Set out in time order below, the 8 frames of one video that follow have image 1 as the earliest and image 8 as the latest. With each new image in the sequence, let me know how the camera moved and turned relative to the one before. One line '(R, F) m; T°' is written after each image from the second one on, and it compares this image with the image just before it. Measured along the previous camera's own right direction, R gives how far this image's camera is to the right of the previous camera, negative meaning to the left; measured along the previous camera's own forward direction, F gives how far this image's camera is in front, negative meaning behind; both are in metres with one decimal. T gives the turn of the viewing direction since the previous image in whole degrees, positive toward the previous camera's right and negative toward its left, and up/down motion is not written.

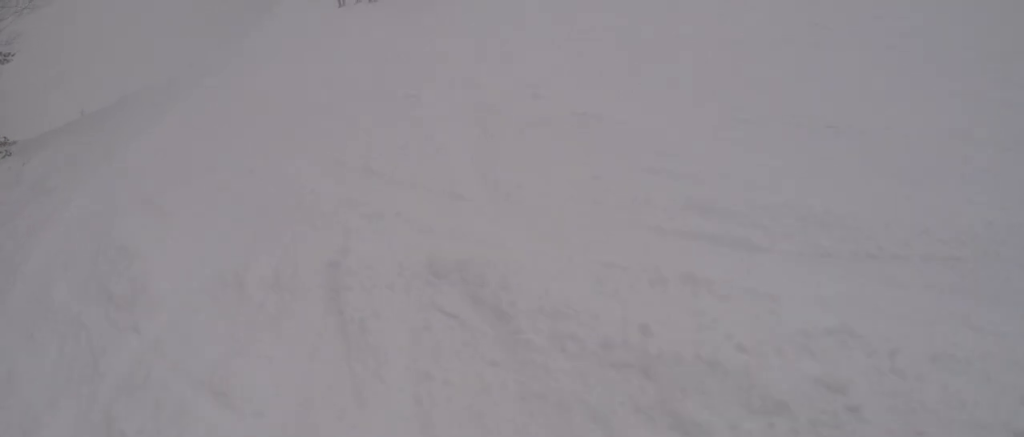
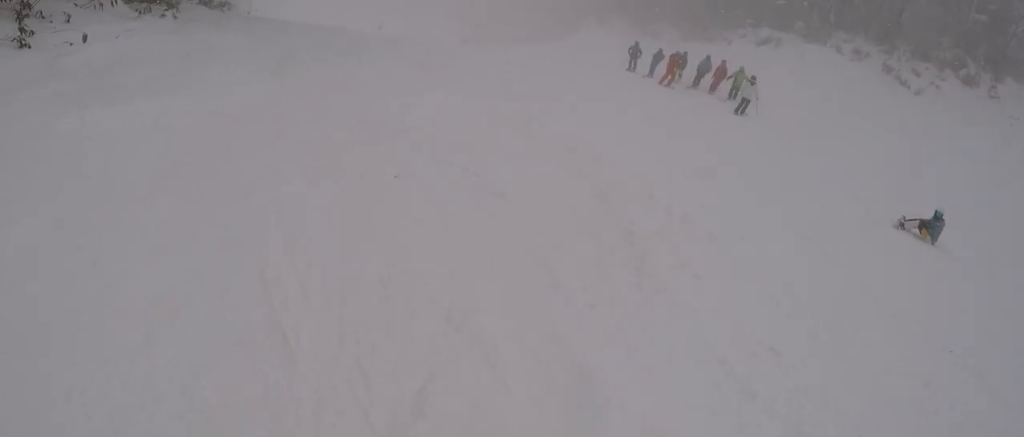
(-0.5, +5.9) m; -13°
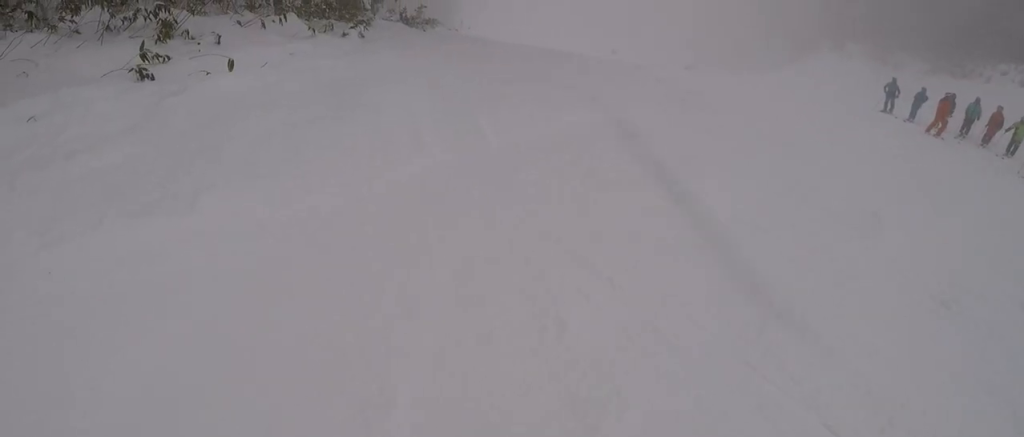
(0.0, +3.3) m; -10°
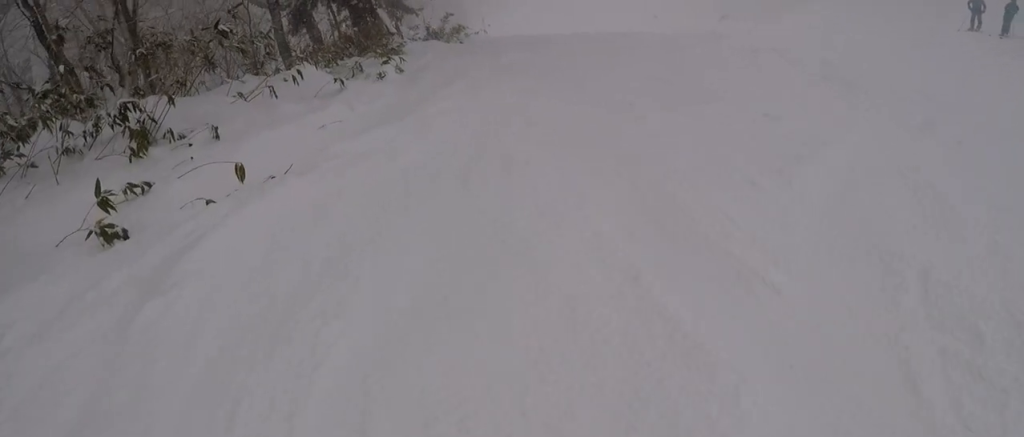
(-0.8, +3.3) m; -10°
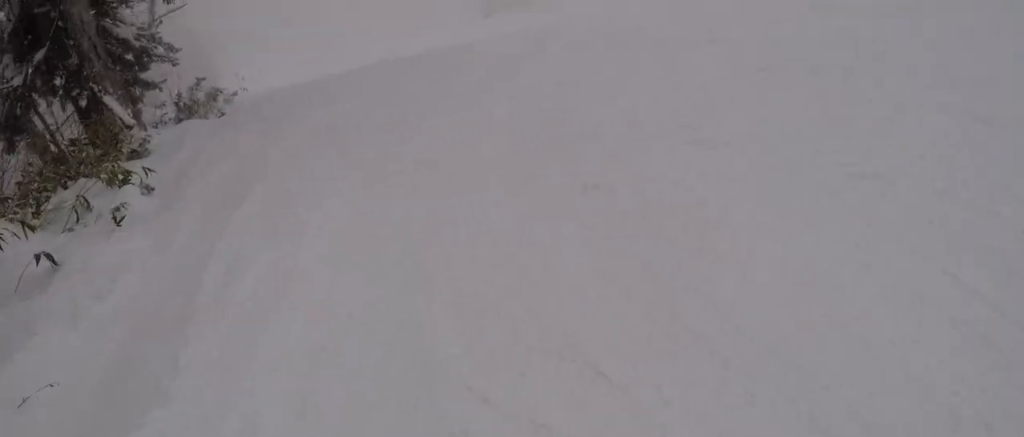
(0.0, +3.6) m; +21°
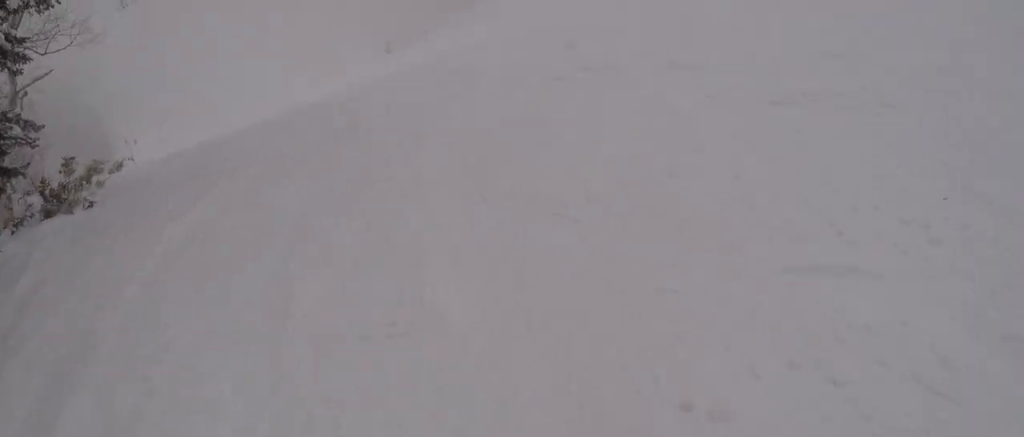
(-0.4, +1.8) m; +13°
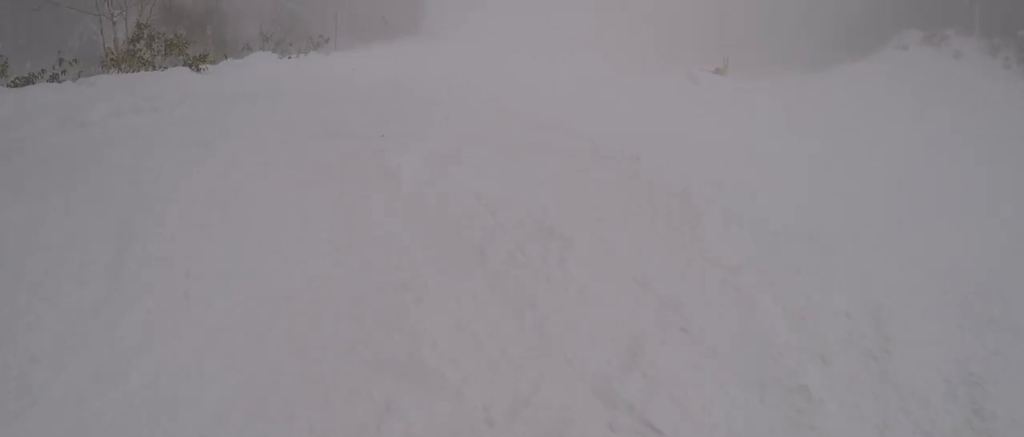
(-1.6, +10.5) m; -27°
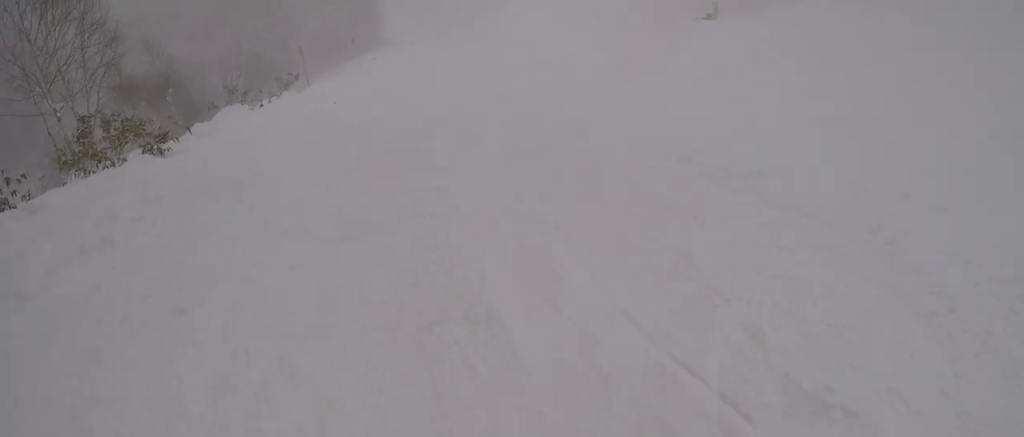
(-0.4, +2.3) m; +6°
